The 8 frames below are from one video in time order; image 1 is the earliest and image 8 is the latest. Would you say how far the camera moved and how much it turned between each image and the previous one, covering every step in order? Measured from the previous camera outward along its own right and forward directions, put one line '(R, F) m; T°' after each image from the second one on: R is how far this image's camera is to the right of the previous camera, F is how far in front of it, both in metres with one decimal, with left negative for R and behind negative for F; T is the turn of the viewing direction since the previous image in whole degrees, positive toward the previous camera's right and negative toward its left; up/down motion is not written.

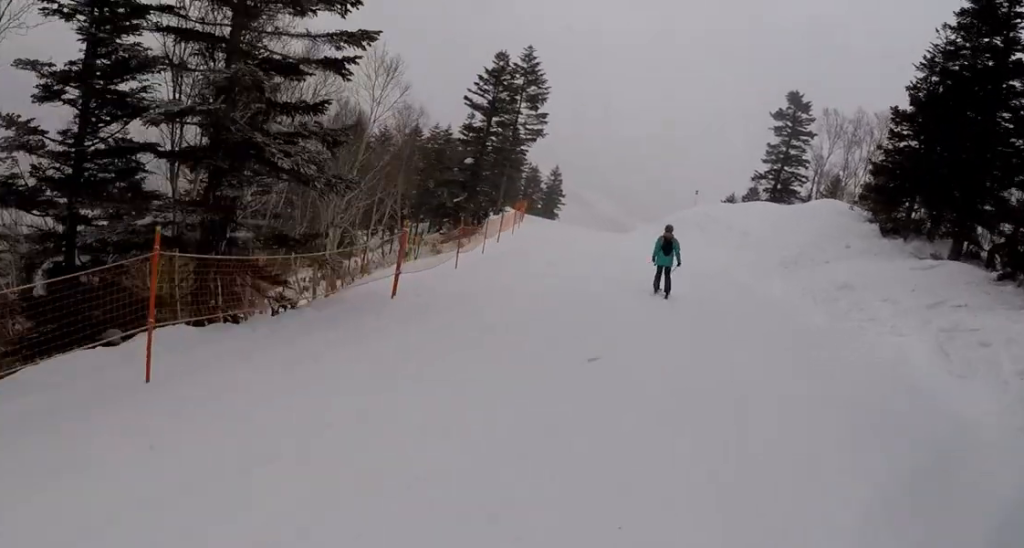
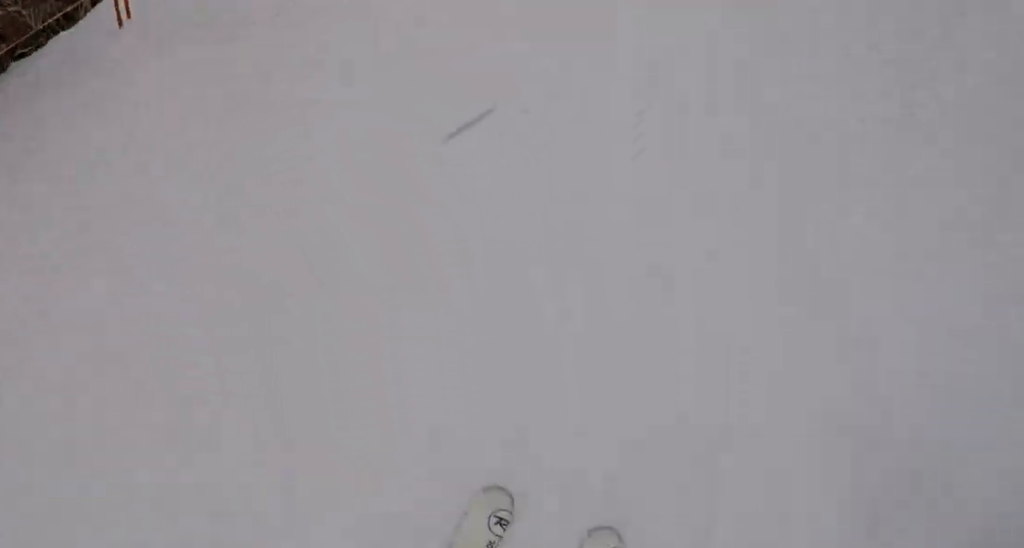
(-0.2, +4.5) m; -7°
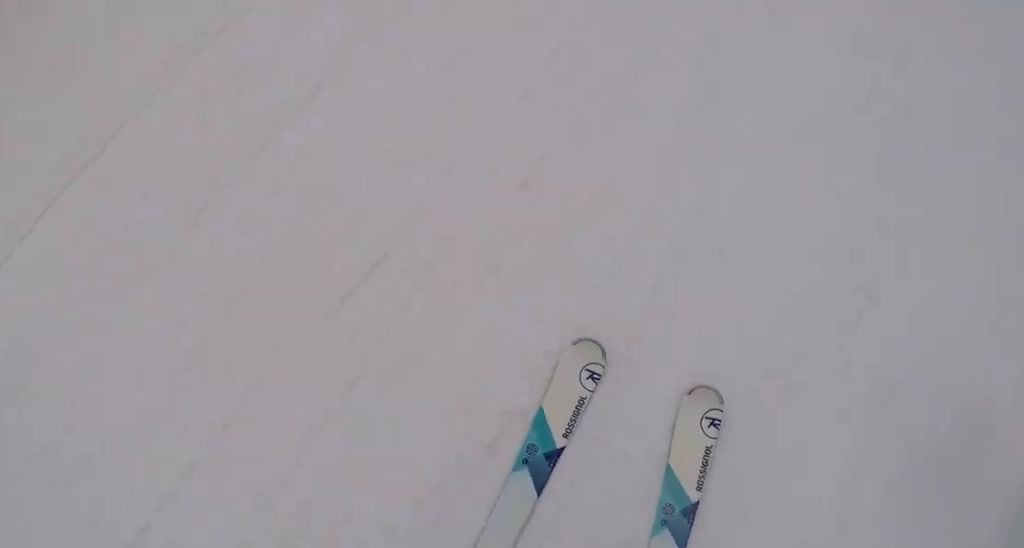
(-0.5, +9.8) m; -1°
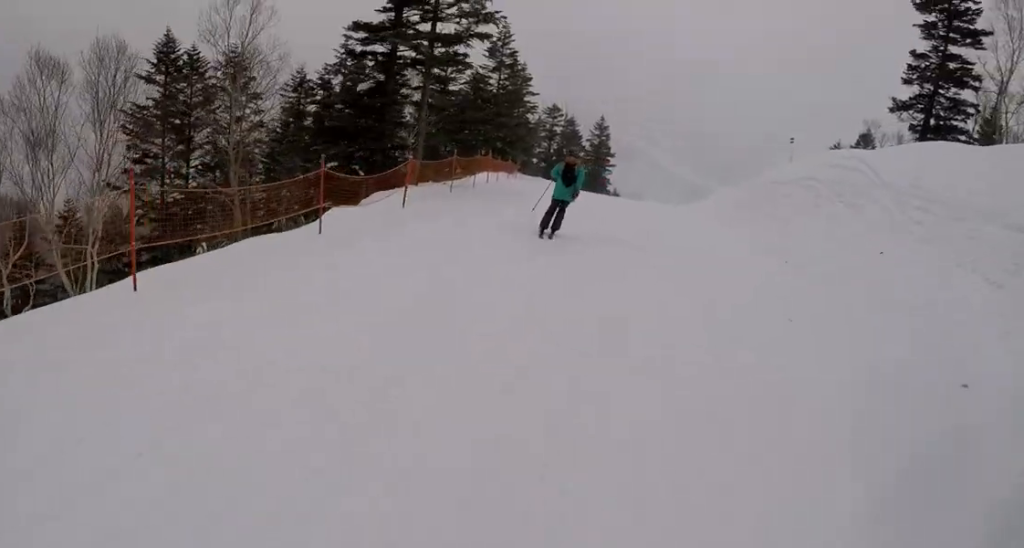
(+0.4, +5.9) m; -1°
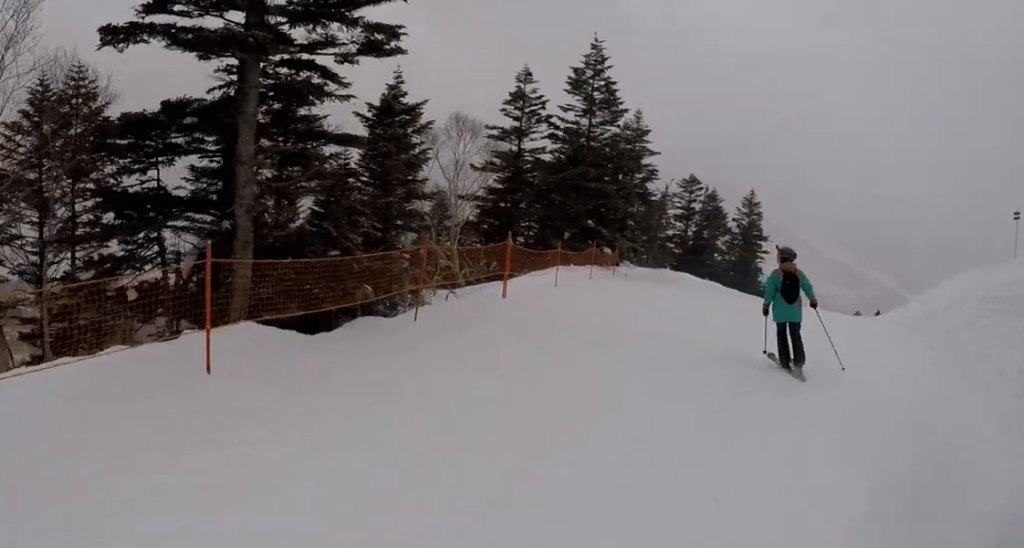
(-1.8, +13.0) m; -11°
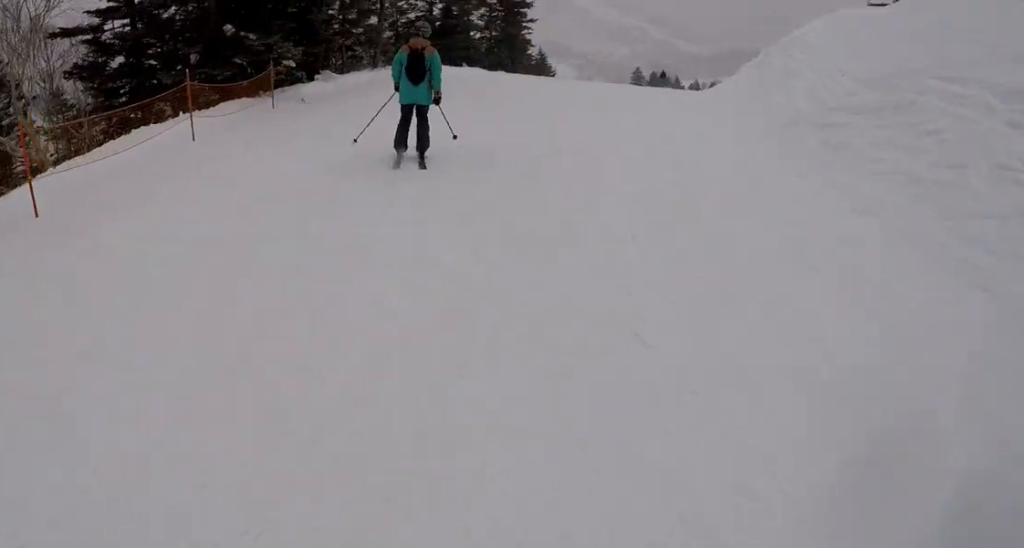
(+0.9, +9.6) m; +15°
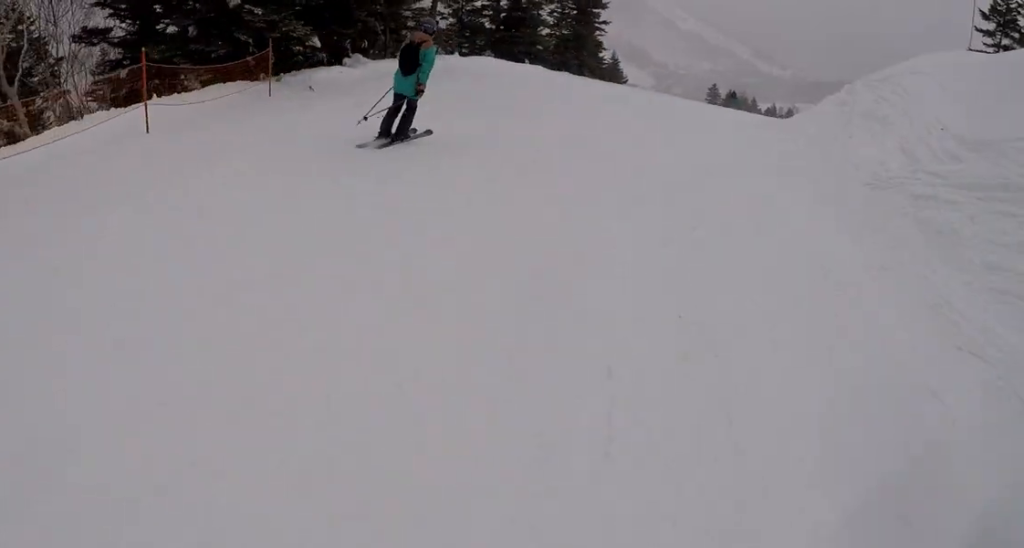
(+0.1, +2.1) m; +2°
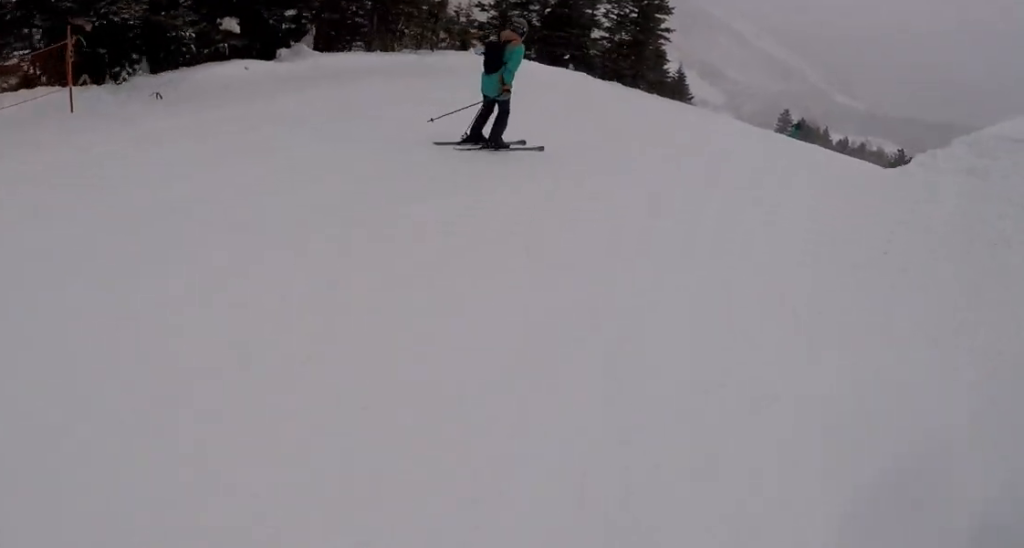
(+0.1, +5.2) m; -11°
